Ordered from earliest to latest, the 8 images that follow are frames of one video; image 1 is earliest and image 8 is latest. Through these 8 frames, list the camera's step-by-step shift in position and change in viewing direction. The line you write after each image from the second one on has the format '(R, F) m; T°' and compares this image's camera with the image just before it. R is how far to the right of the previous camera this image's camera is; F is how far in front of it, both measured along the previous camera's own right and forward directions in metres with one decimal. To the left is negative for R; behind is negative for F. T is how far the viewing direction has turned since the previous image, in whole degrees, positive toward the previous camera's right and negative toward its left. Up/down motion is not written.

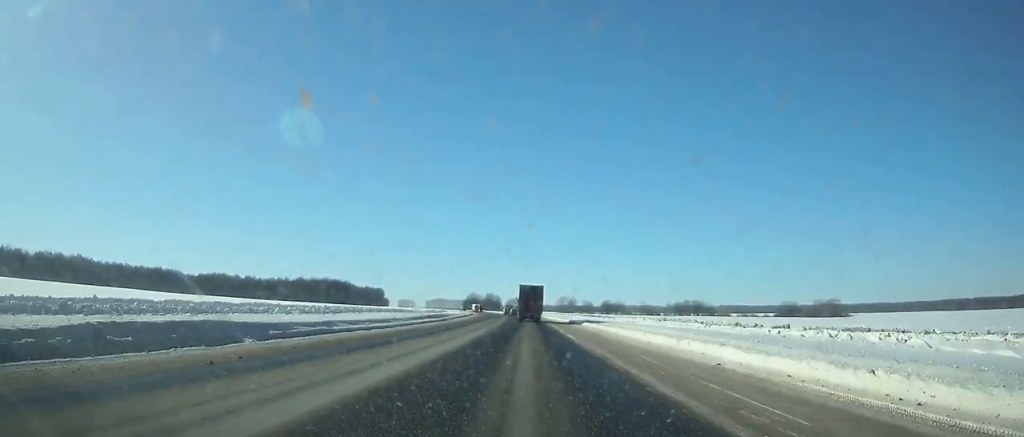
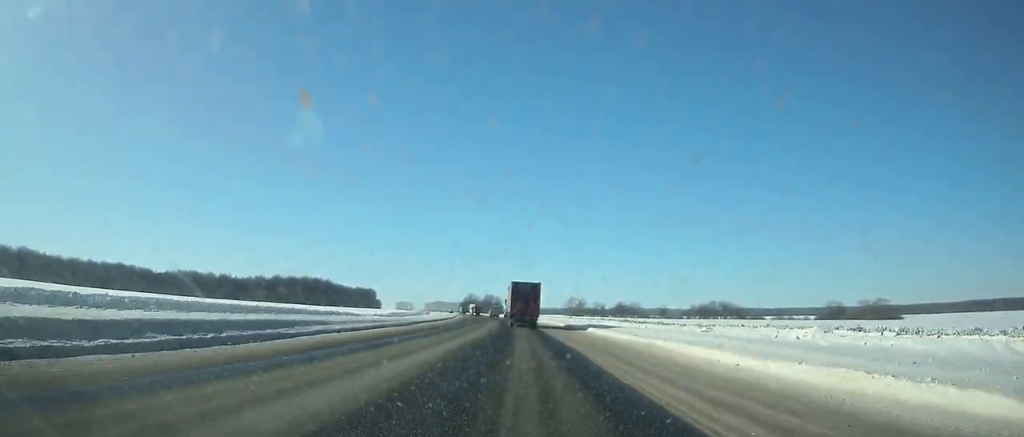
(-0.1, +56.7) m; -1°
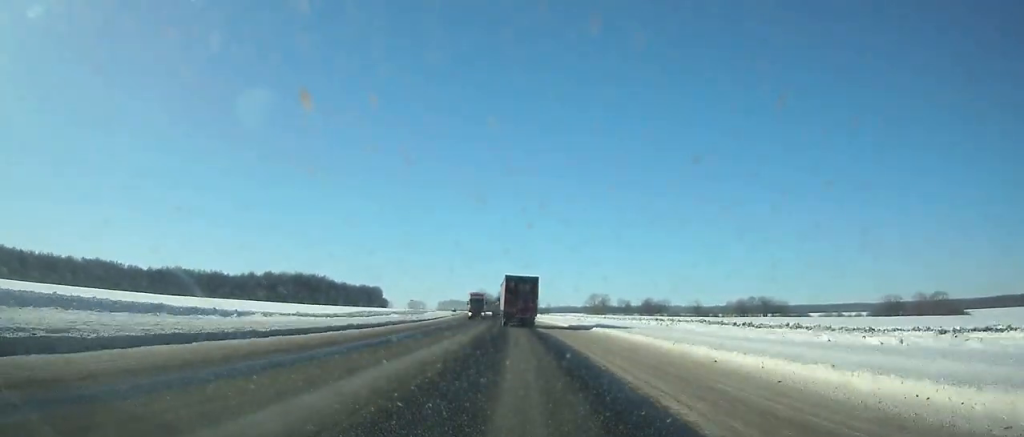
(-0.3, +43.6) m; -2°
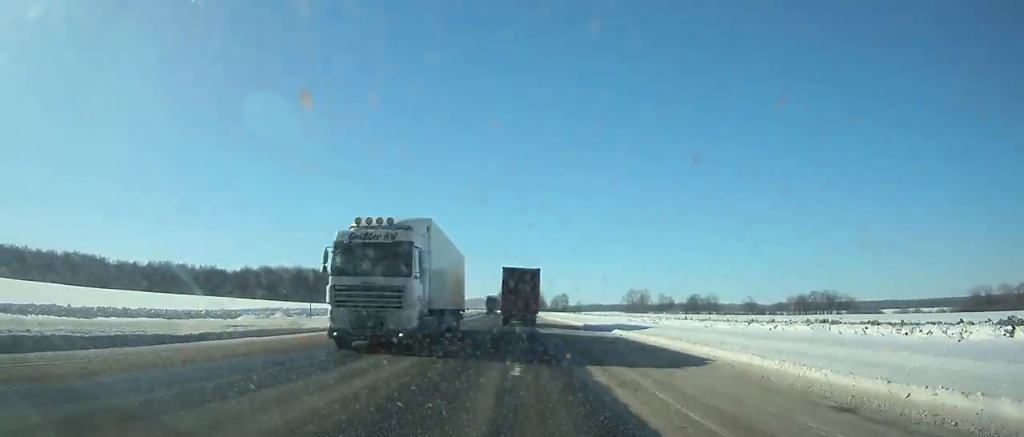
(-1.2, +49.2) m; -2°
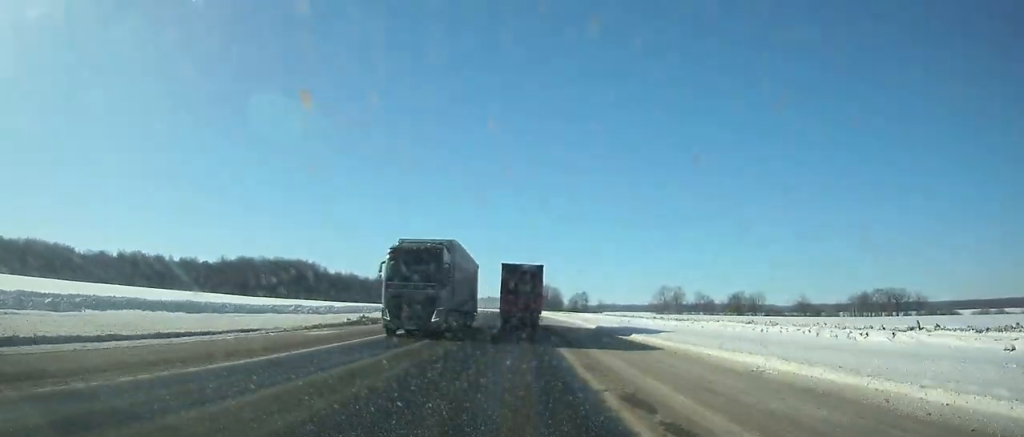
(-1.0, +48.9) m; -2°
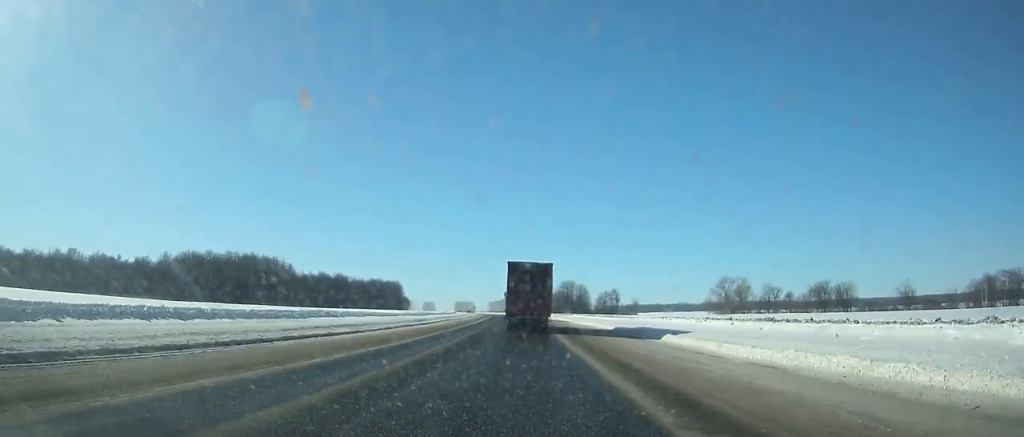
(-1.2, +72.2) m; -2°
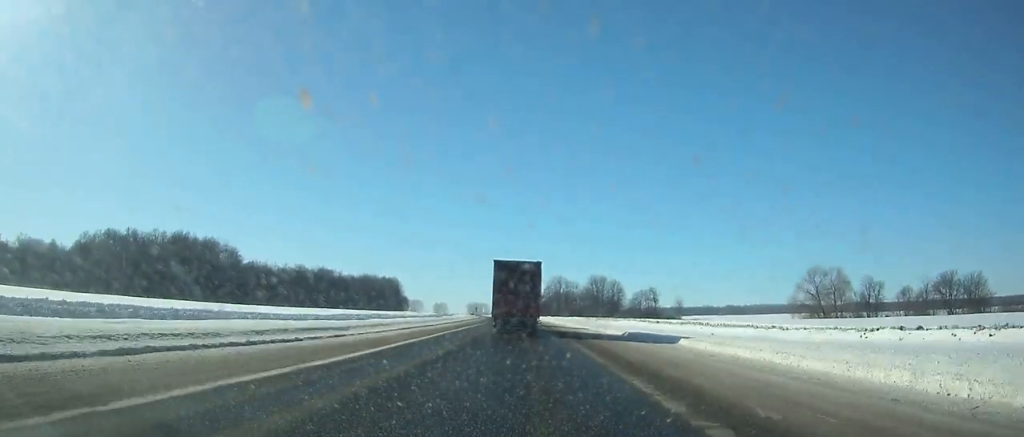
(-0.6, +64.0) m; -1°
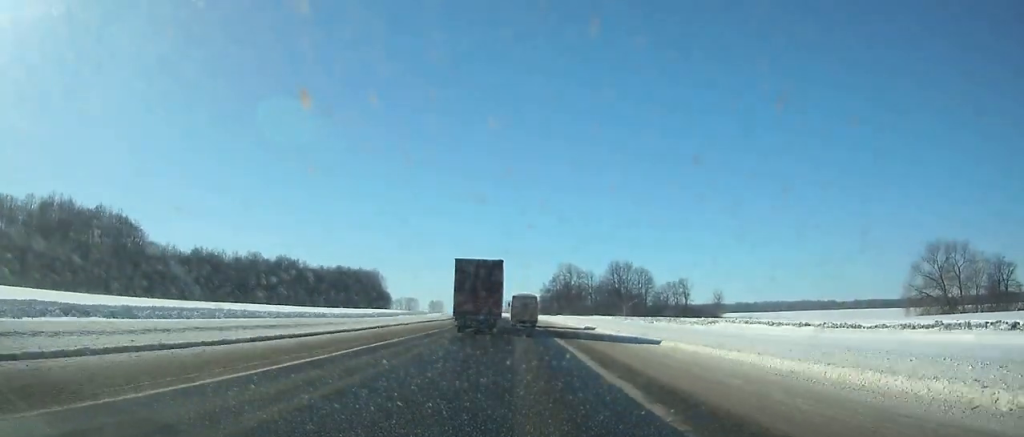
(-0.5, +57.1) m; -1°
